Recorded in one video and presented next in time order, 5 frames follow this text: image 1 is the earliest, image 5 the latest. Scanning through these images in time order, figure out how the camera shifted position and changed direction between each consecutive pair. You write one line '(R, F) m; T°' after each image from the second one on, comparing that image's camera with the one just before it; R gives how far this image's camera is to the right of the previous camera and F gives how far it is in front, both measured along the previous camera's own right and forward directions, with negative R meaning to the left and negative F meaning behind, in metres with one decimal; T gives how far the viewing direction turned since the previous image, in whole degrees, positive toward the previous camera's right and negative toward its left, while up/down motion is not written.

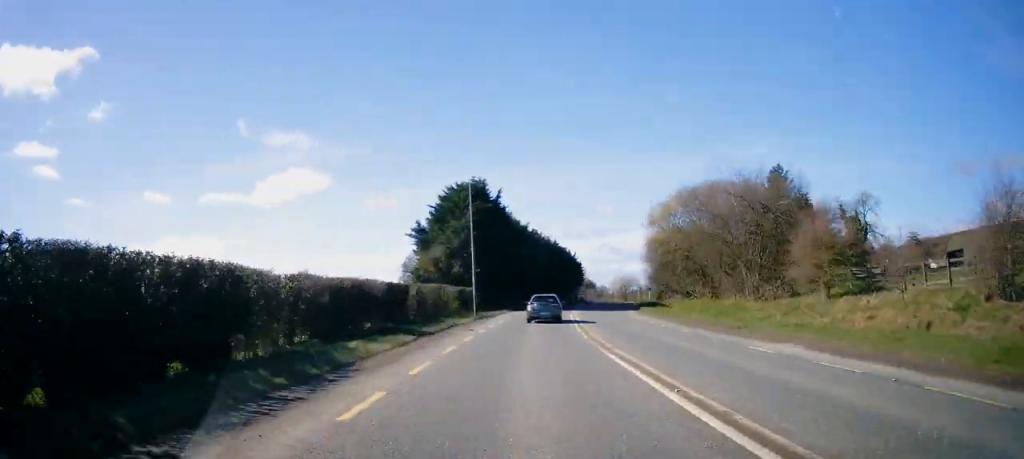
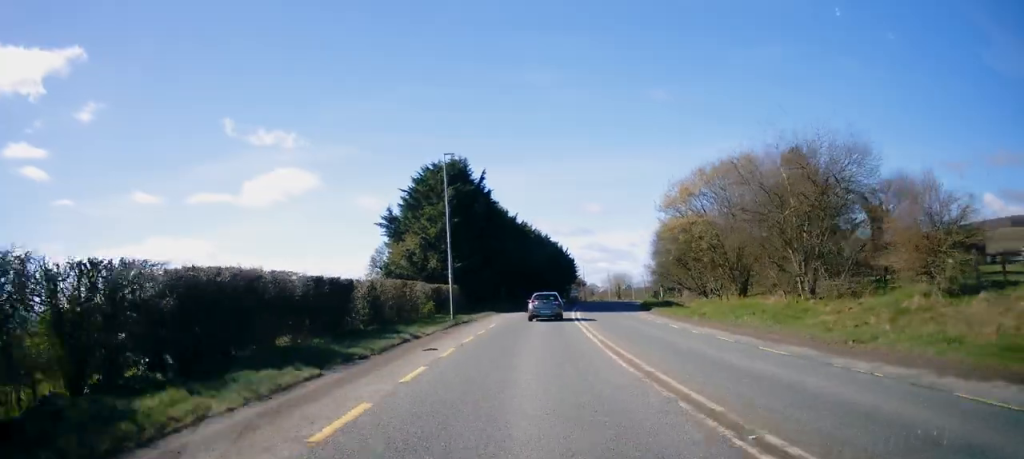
(+0.1, +8.8) m; +2°
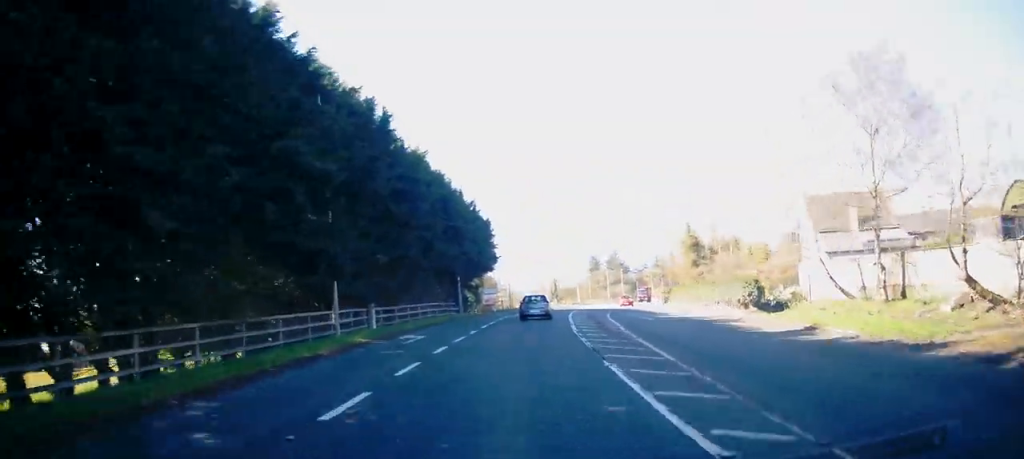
(+5.2, +67.6) m; +7°
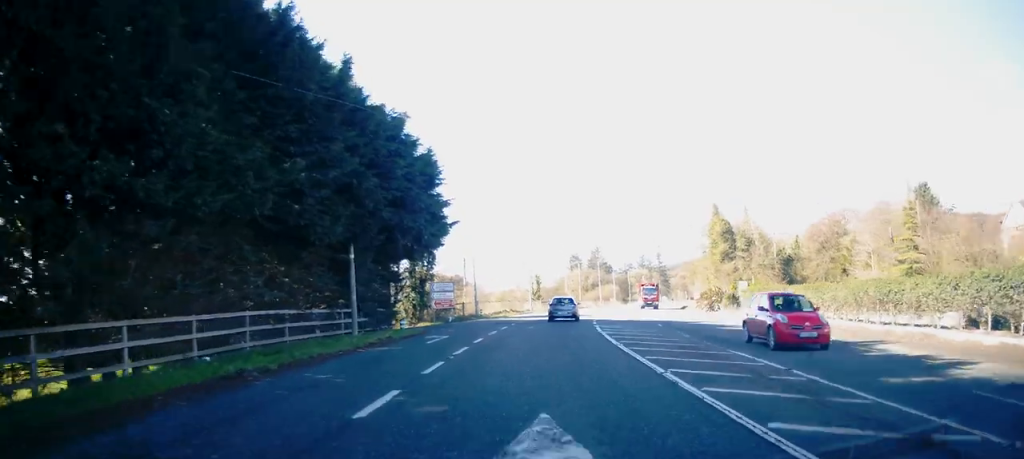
(+1.6, +27.1) m; +5°
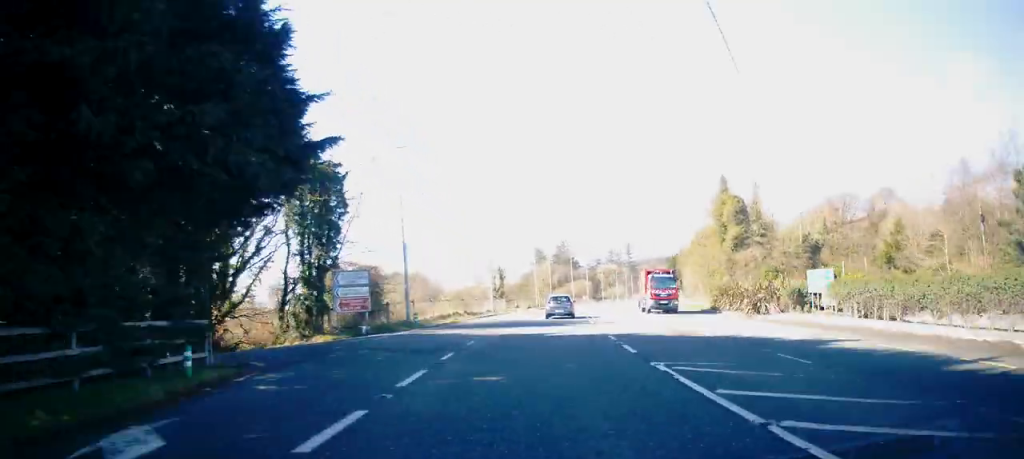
(+0.4, +17.3) m; +2°
